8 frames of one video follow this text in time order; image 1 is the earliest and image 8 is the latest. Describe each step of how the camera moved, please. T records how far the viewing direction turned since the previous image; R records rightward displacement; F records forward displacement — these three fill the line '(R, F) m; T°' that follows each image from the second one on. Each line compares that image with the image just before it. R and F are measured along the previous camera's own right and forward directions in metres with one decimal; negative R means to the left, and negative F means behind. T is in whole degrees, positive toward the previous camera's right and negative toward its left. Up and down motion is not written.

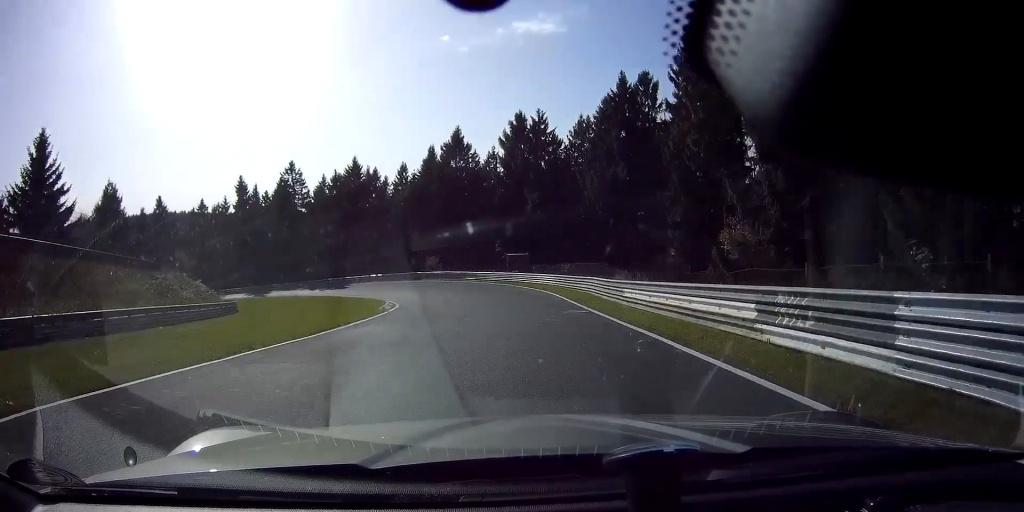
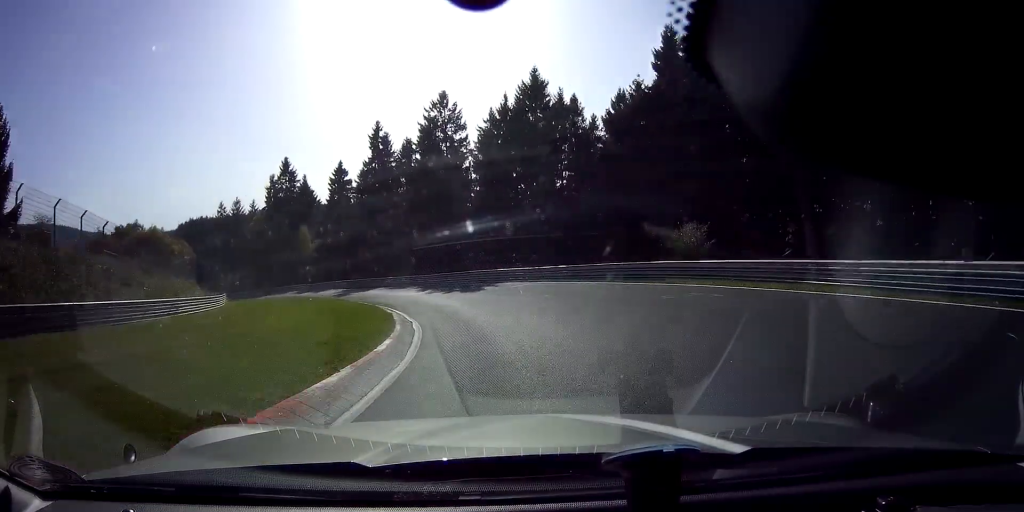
(-7.7, +43.6) m; -25°
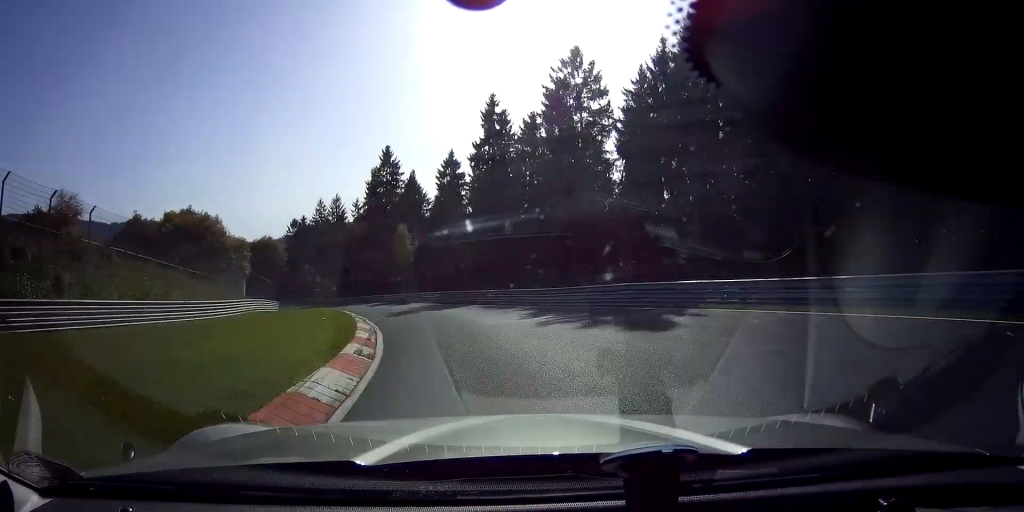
(-2.3, +20.1) m; -16°
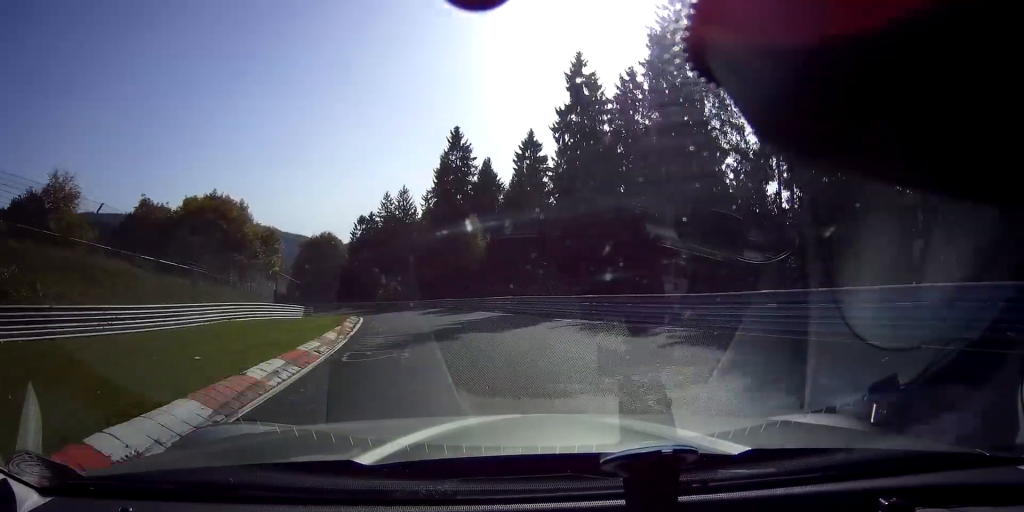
(-2.0, +12.5) m; -18°
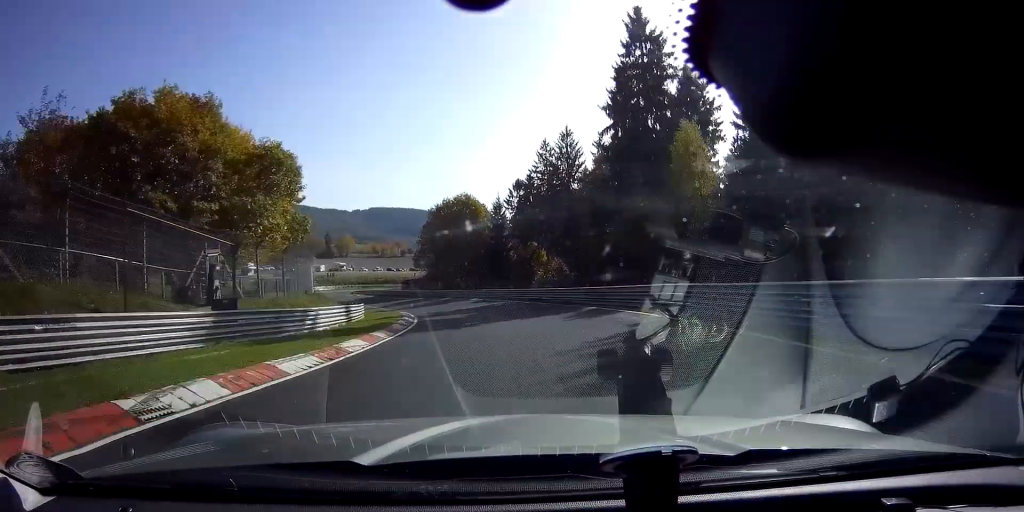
(-10.1, +23.0) m; -18°
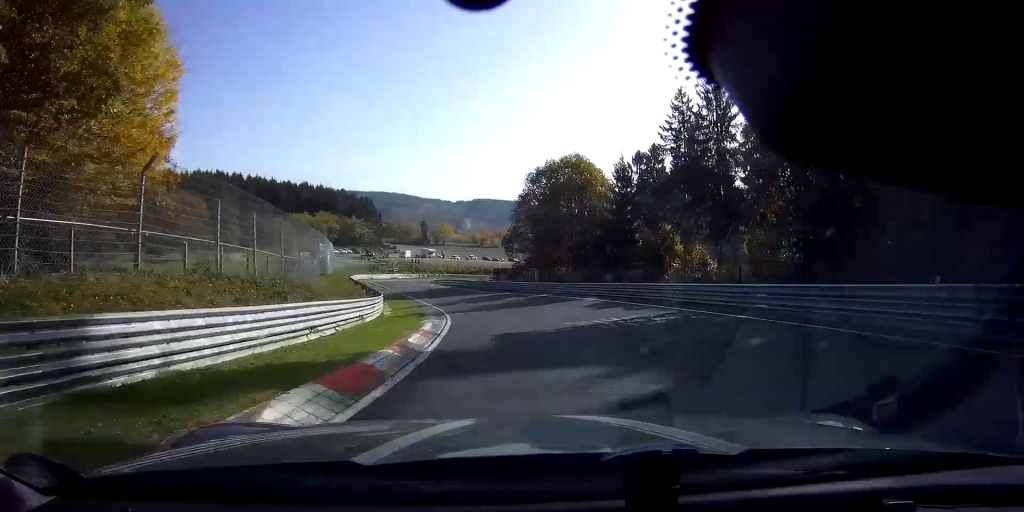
(0.0, +18.4) m; +11°
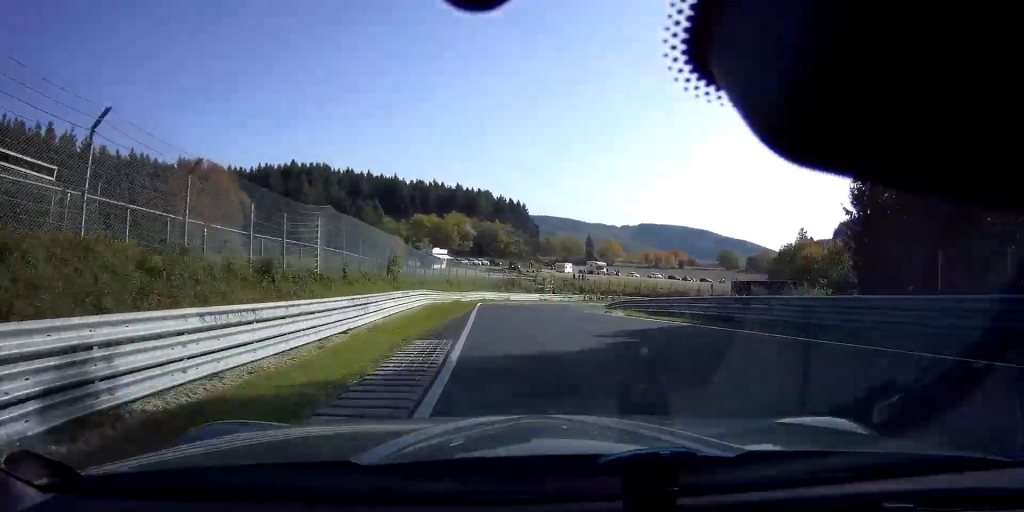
(+5.3, +50.0) m; -14°
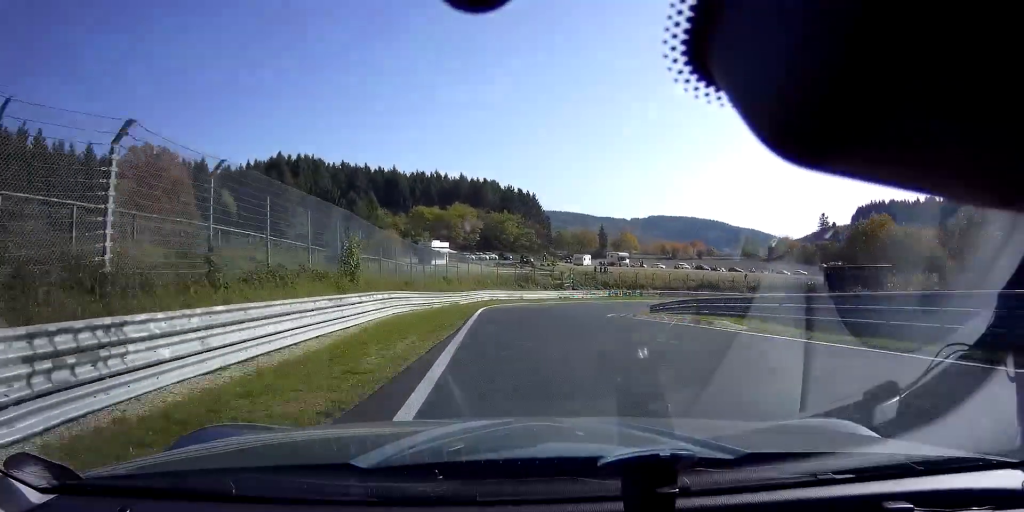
(-1.6, +12.8) m; -4°
